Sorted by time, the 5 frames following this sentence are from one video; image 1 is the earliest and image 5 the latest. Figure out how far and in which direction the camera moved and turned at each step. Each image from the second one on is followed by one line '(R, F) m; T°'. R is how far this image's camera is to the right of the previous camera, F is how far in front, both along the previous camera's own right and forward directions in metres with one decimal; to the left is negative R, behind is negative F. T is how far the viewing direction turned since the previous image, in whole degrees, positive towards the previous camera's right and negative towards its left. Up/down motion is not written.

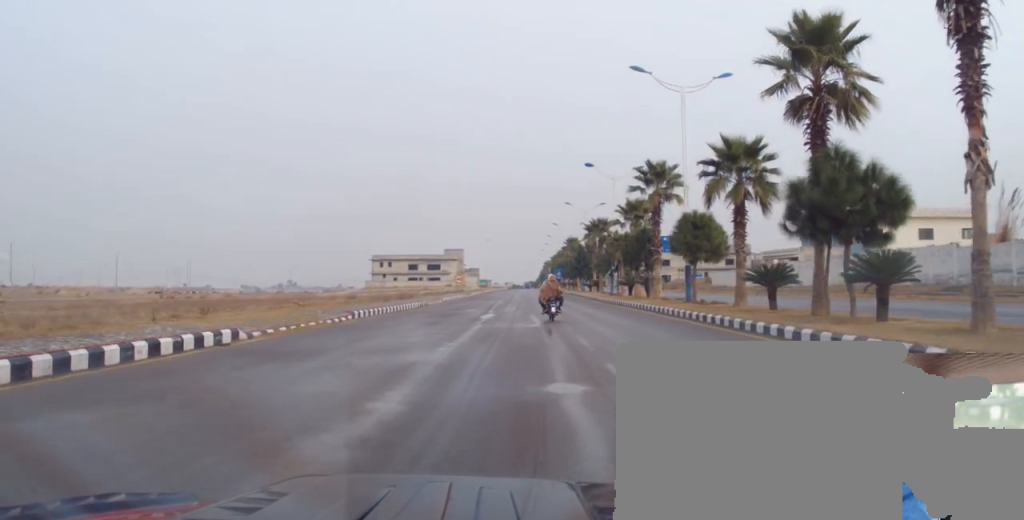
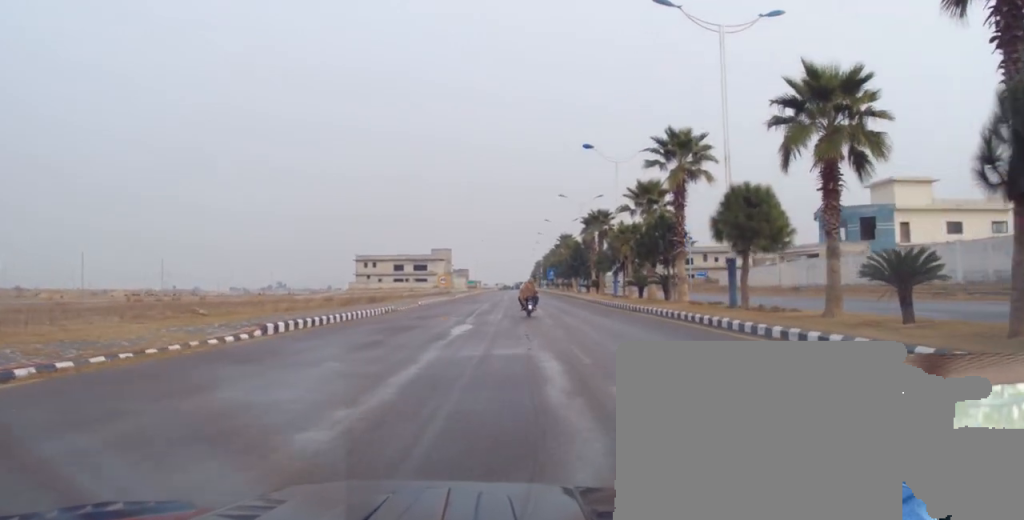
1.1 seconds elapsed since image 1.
(-1.0, +8.4) m; -2°
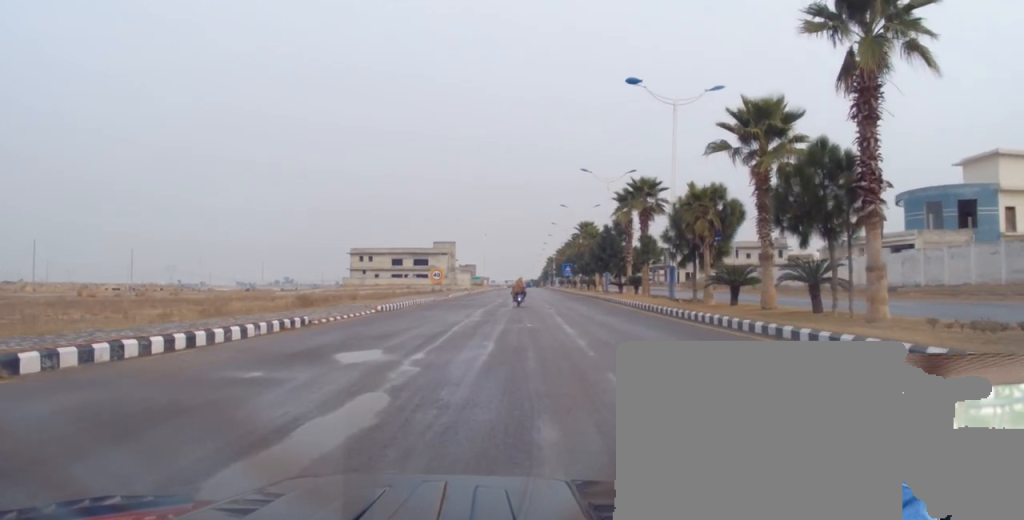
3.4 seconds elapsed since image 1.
(+1.2, +16.8) m; +2°
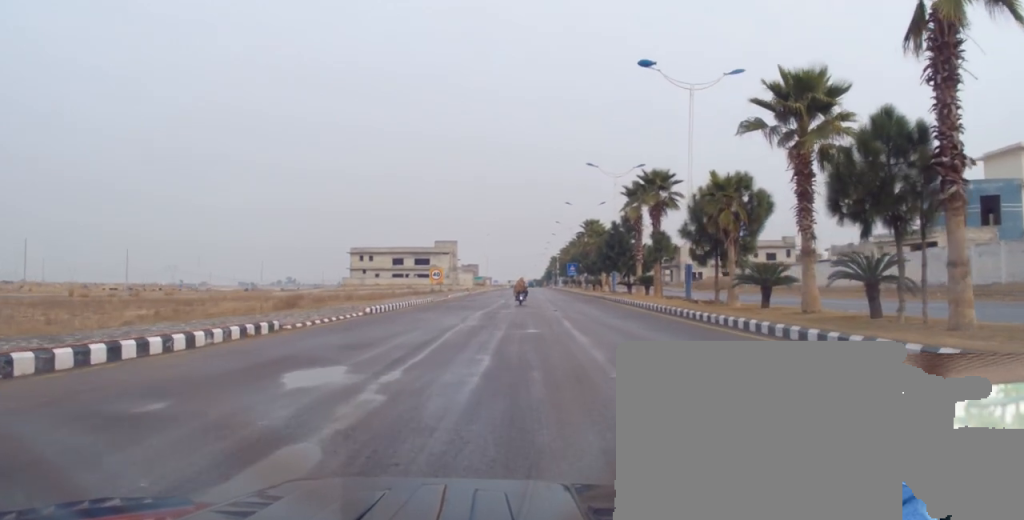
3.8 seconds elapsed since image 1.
(-0.3, +3.1) m; 0°
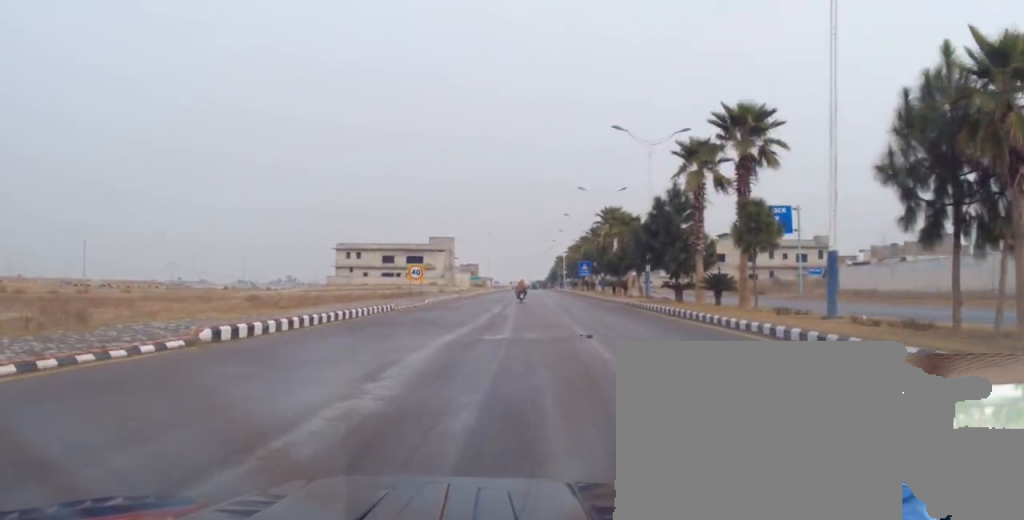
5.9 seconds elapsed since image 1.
(+0.7, +15.4) m; -2°
